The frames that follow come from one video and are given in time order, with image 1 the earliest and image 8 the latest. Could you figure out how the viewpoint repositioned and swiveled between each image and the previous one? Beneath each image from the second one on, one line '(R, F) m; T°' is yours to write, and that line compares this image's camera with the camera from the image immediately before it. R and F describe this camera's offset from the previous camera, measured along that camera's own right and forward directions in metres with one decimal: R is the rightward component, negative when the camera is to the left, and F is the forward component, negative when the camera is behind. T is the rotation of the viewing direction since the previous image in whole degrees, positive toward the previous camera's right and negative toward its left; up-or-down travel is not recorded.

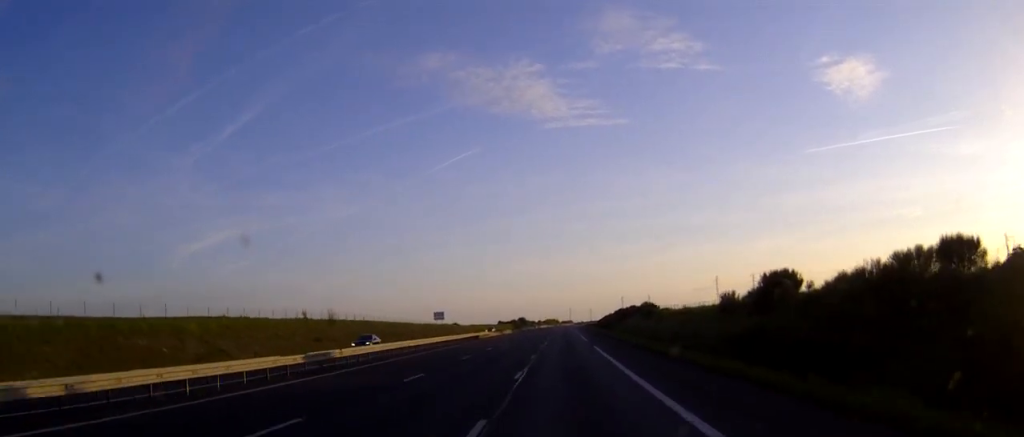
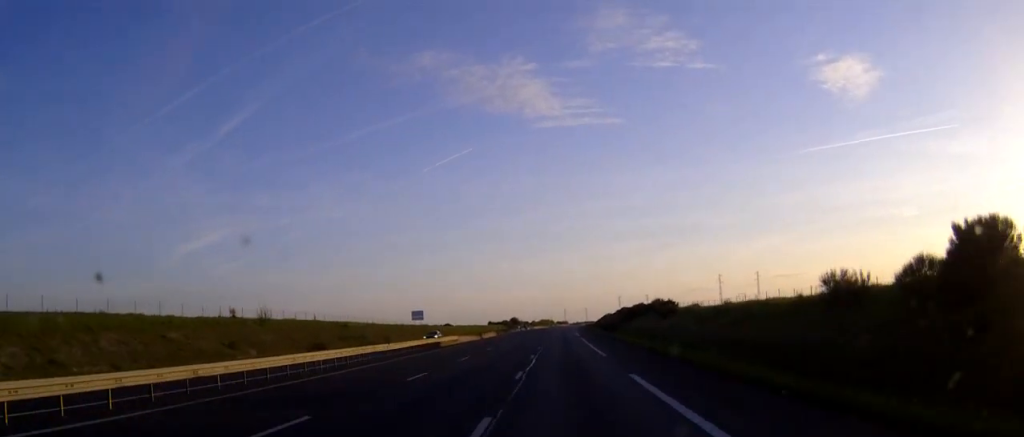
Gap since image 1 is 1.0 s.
(+0.1, +25.9) m; 0°
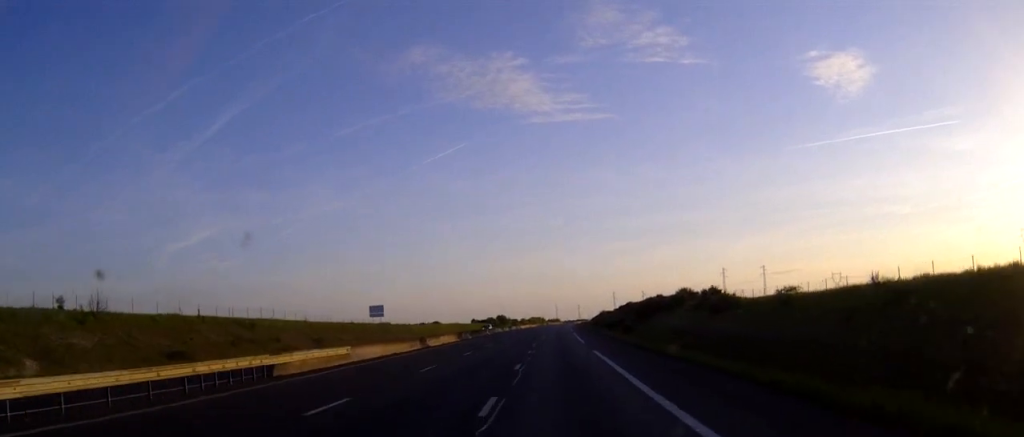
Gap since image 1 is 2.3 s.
(+0.2, +35.7) m; +1°
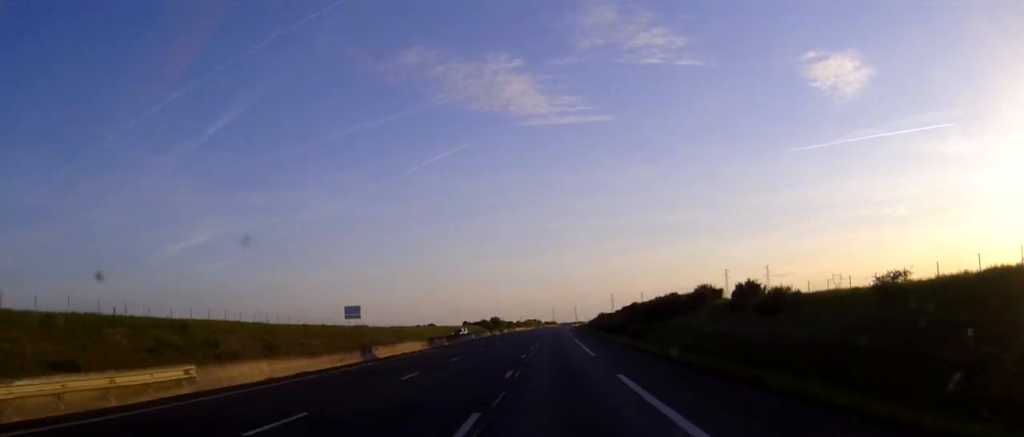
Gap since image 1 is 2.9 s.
(+0.1, +16.1) m; 0°
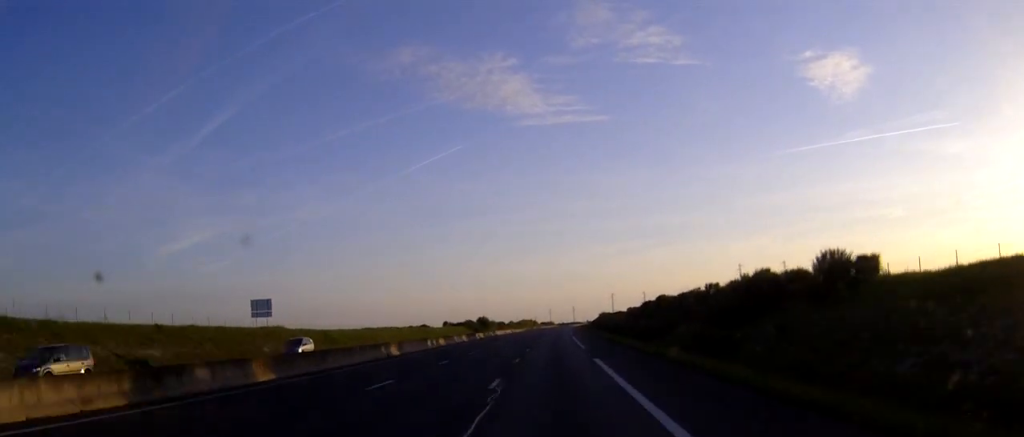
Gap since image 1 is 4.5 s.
(0.0, +42.7) m; 0°
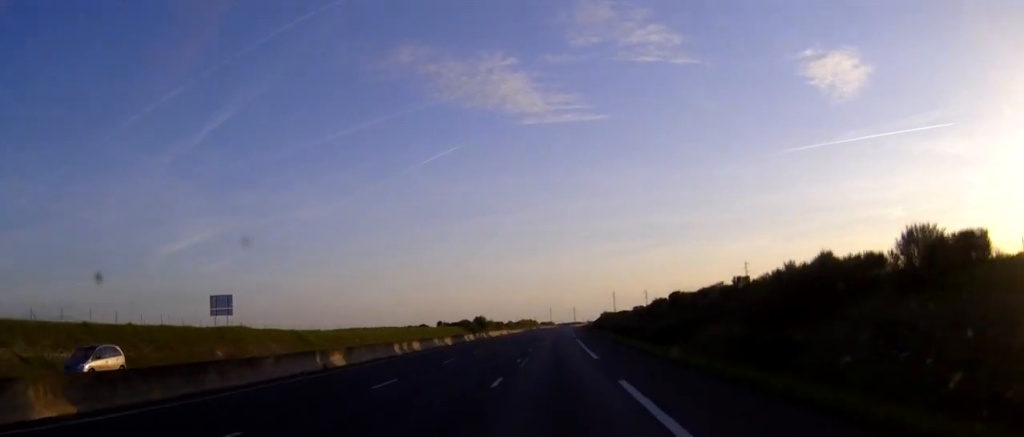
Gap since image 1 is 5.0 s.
(0.0, +12.4) m; 0°
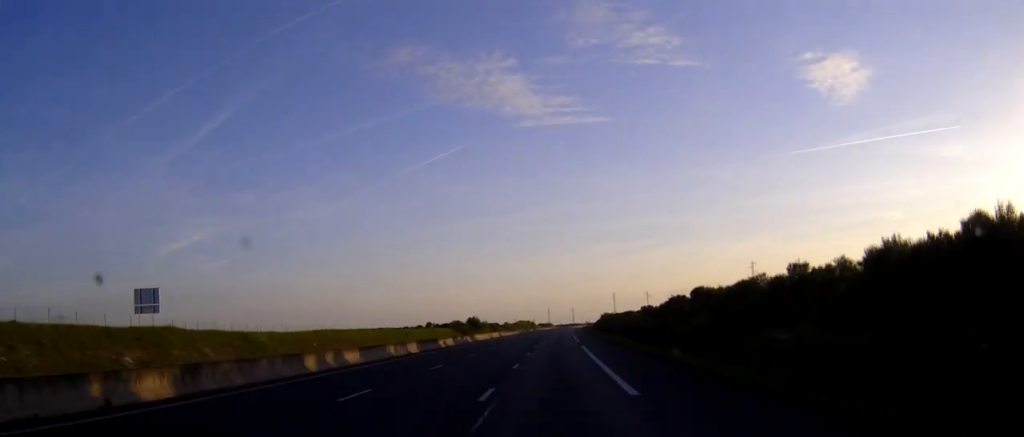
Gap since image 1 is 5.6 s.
(0.0, +16.8) m; 0°
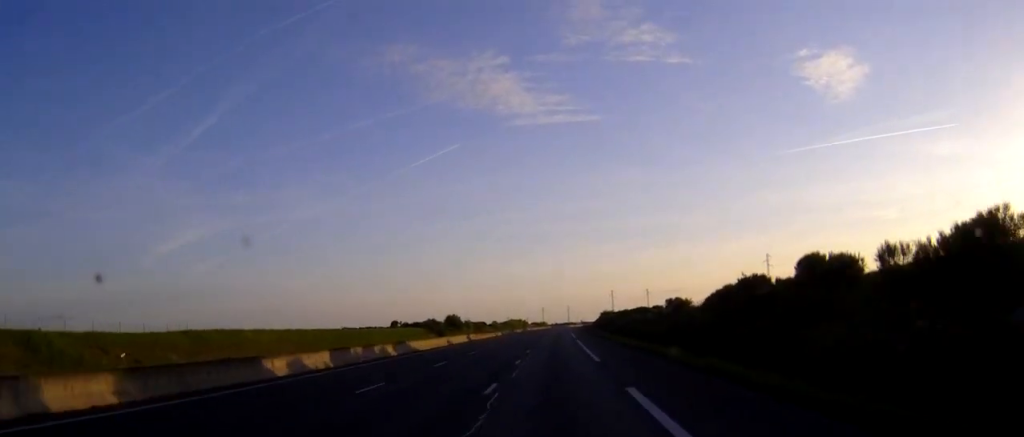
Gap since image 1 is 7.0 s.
(+0.1, +37.9) m; 0°
